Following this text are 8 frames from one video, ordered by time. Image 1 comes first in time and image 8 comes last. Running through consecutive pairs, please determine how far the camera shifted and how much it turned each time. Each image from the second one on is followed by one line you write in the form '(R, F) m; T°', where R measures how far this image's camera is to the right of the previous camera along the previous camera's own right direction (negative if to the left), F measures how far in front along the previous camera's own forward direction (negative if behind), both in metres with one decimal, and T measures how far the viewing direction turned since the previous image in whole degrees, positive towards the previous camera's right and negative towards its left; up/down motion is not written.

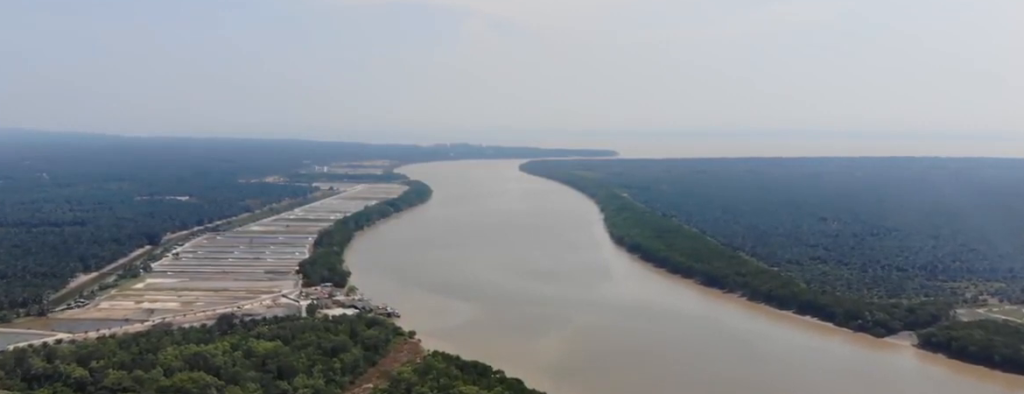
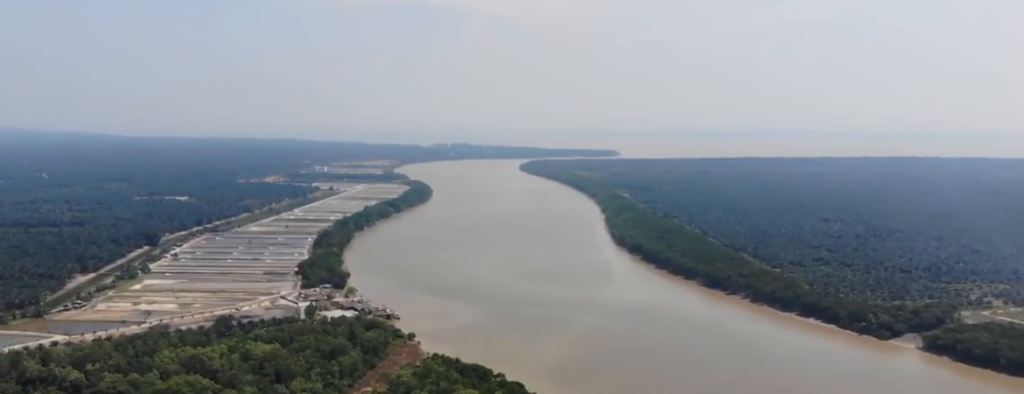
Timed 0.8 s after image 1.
(0.0, +6.3) m; 0°
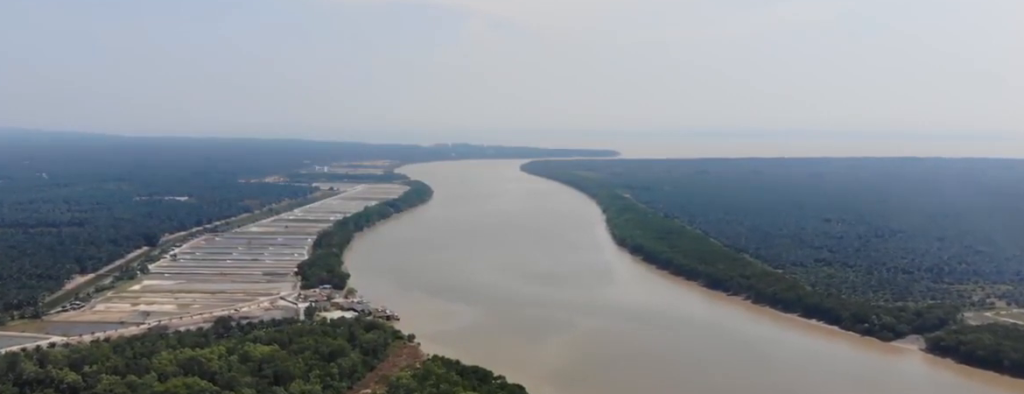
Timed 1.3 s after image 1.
(0.0, +3.5) m; 0°
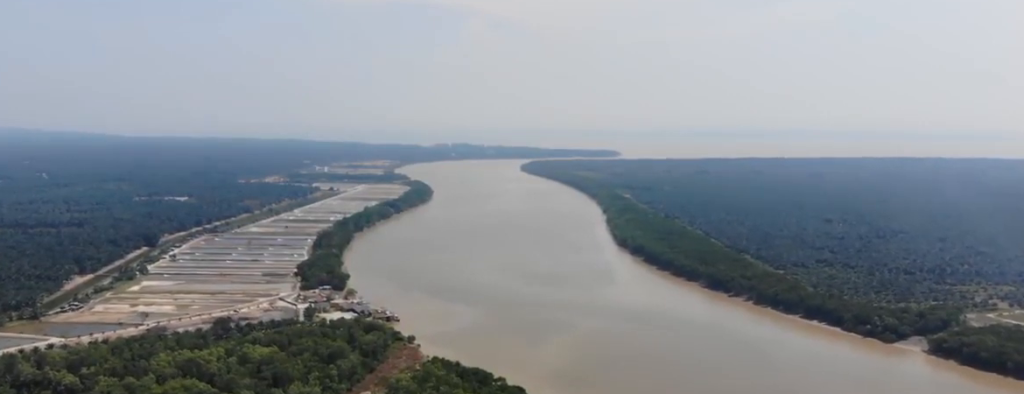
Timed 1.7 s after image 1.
(-0.1, +3.3) m; -1°
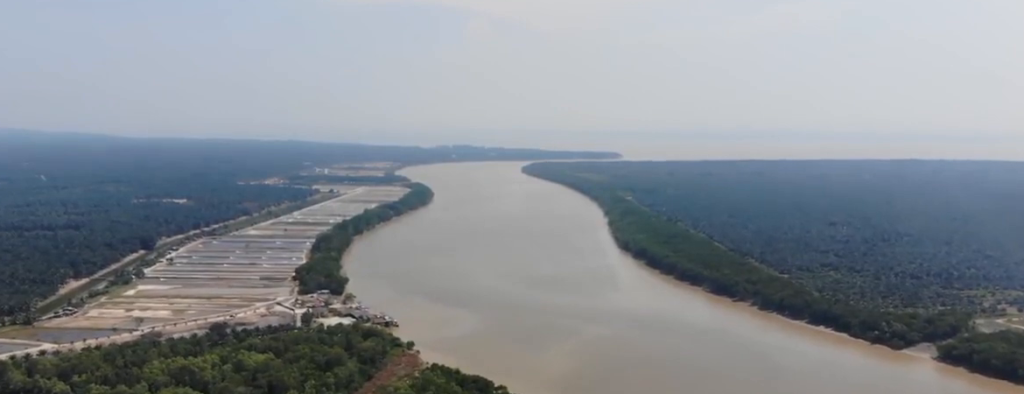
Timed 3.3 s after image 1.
(-0.2, +11.5) m; -1°
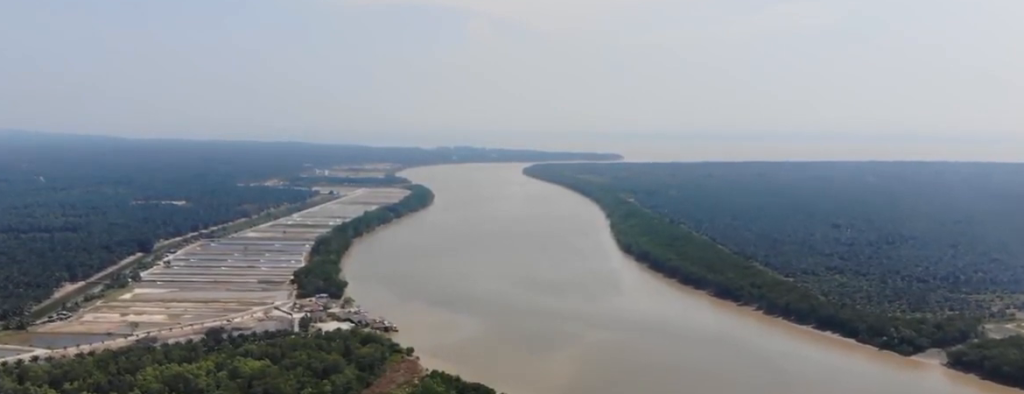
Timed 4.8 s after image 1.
(-0.1, +11.3) m; -1°
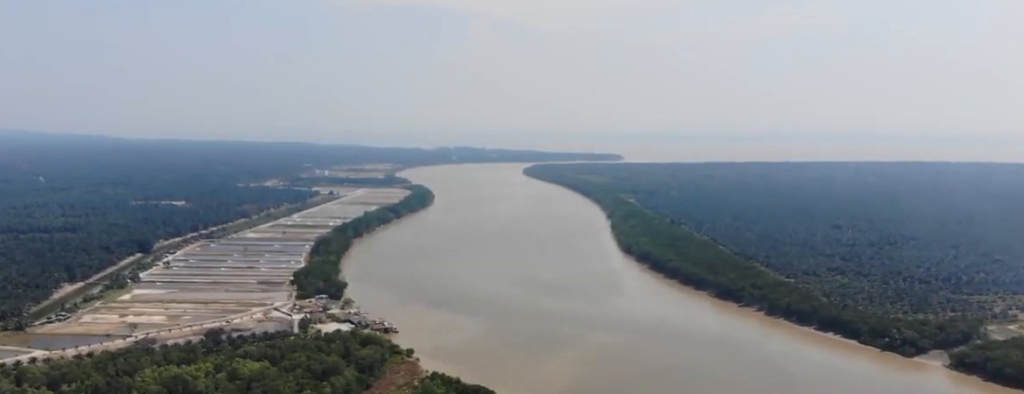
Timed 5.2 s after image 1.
(0.0, +2.8) m; 0°
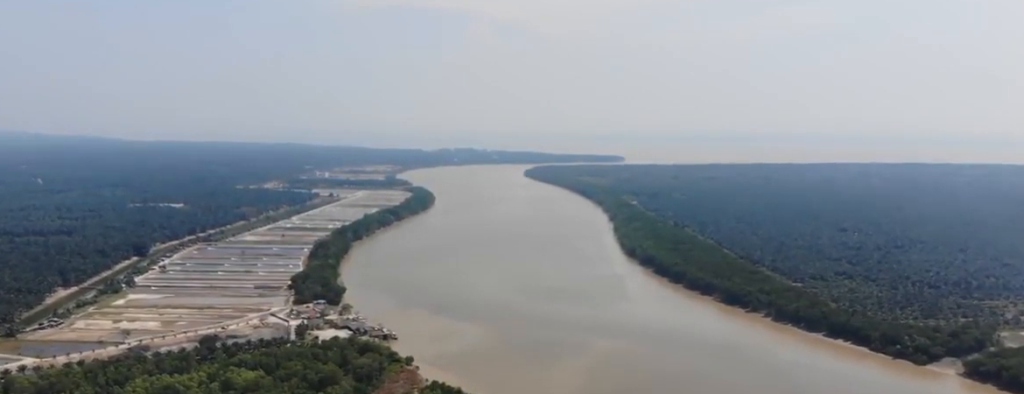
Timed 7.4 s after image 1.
(+0.1, +15.4) m; +1°
